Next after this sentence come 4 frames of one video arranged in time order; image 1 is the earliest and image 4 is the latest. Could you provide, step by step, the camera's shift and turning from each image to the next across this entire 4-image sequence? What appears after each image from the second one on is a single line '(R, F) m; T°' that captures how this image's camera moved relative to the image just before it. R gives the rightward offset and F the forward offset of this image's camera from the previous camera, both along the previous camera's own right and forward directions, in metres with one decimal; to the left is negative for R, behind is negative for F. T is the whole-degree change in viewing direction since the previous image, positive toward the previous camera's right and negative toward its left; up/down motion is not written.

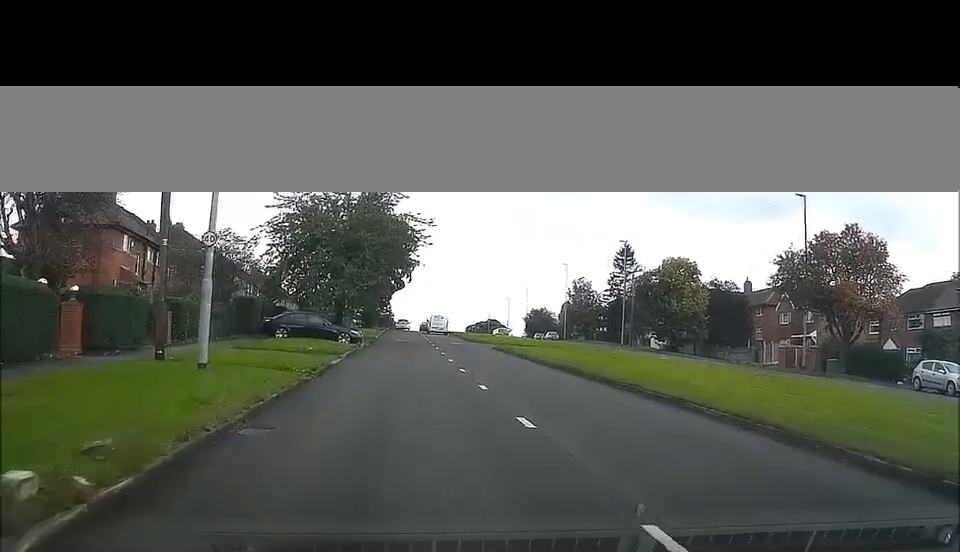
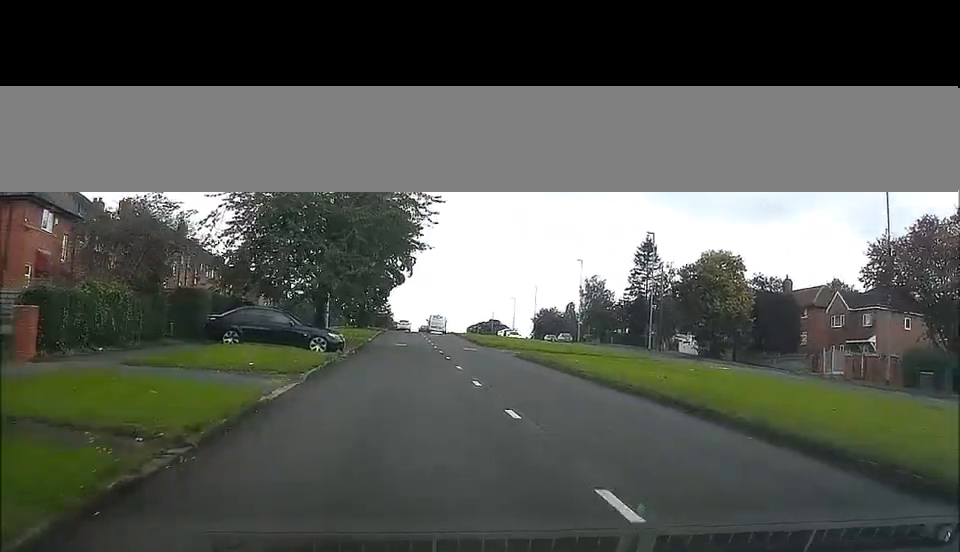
(-0.2, +11.3) m; 0°
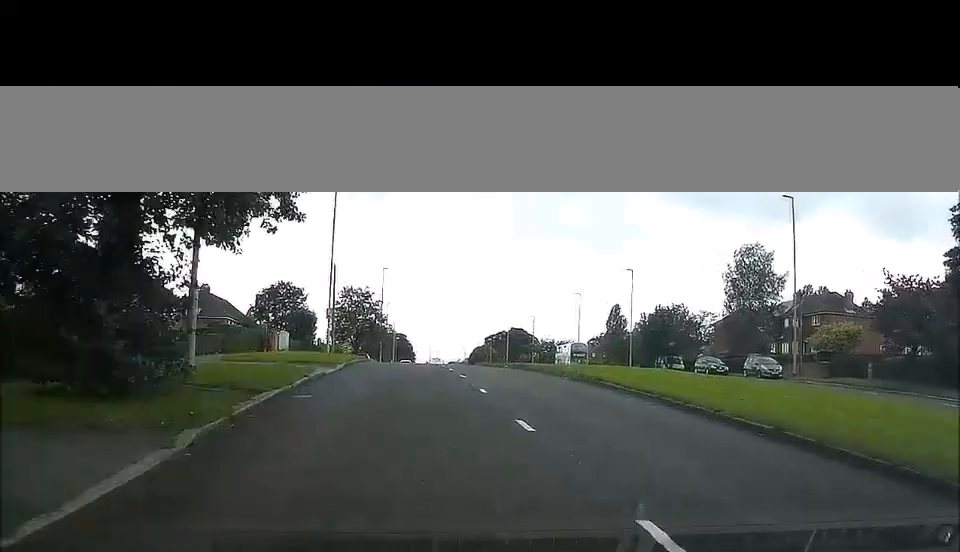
(+1.1, +69.4) m; 0°
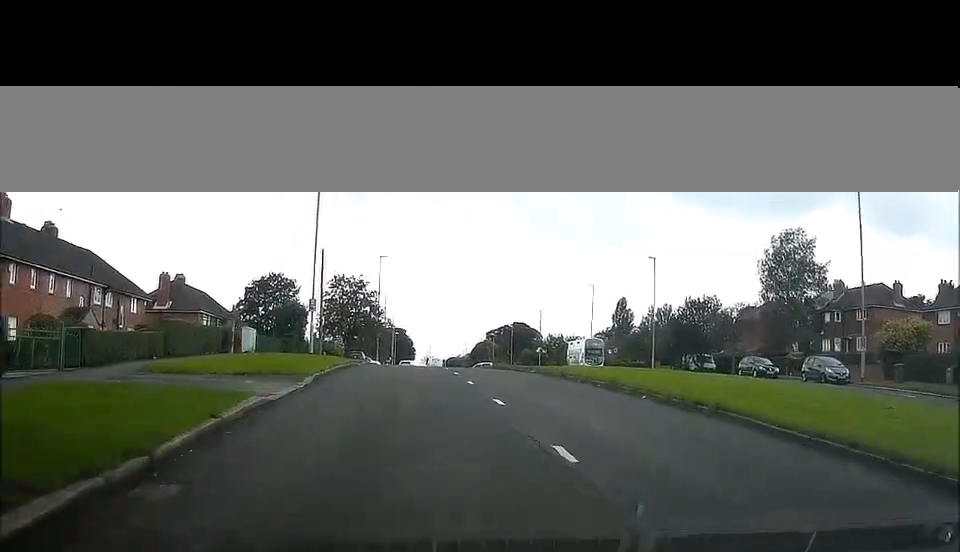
(0.0, +9.2) m; 0°
